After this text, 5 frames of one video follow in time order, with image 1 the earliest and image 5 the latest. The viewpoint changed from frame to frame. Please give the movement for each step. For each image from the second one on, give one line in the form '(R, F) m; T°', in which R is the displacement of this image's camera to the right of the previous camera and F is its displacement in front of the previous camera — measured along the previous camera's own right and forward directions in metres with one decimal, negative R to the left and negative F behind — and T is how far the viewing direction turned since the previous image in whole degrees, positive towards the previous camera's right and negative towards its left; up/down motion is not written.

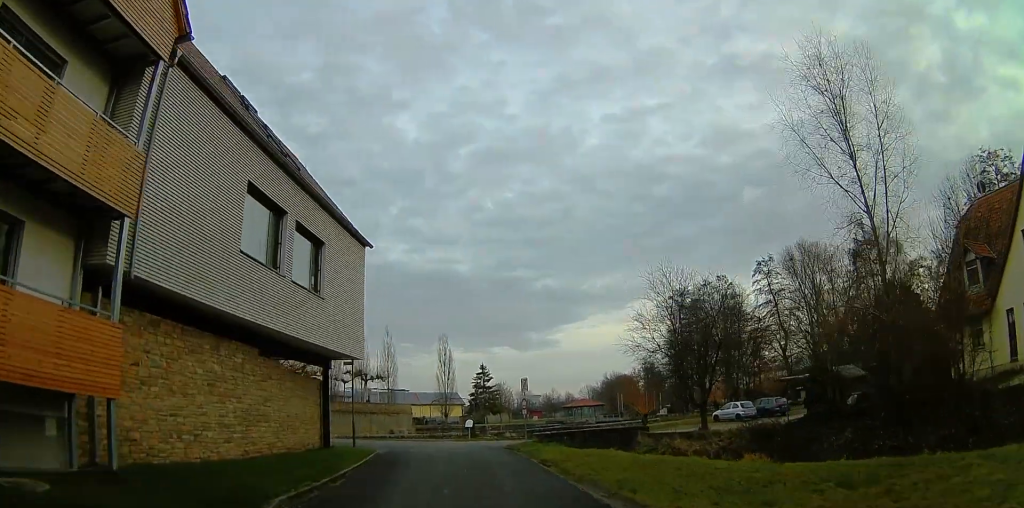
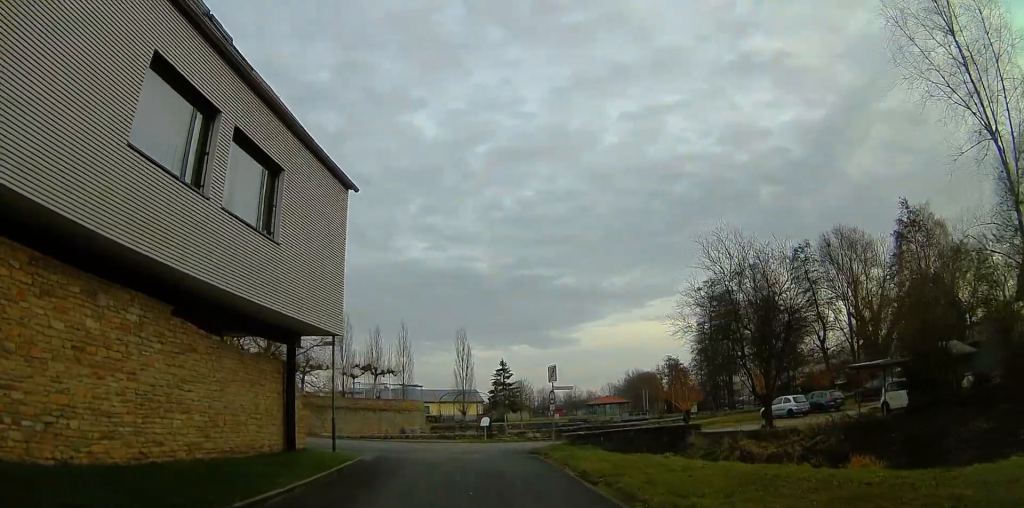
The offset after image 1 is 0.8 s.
(+1.0, +5.3) m; -2°
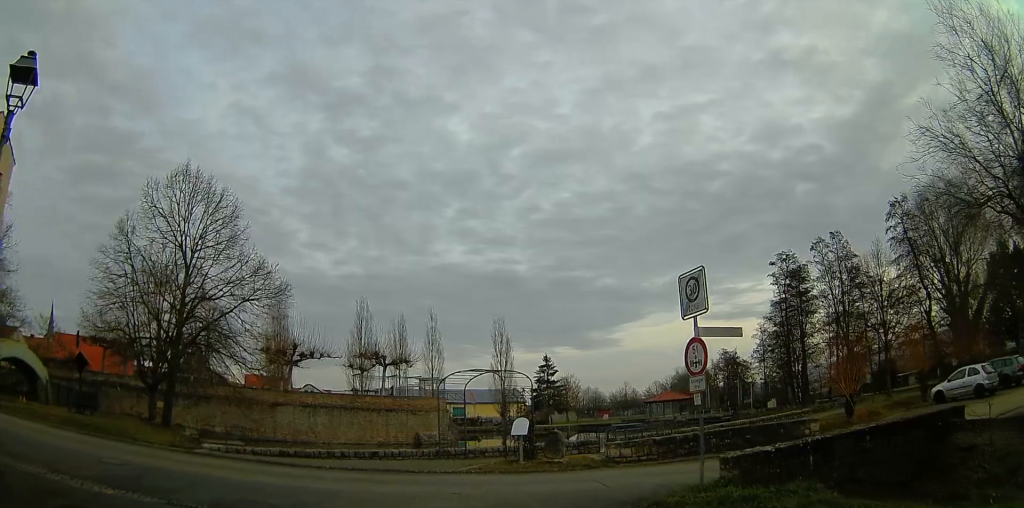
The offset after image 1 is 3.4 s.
(-2.2, +18.2) m; +3°
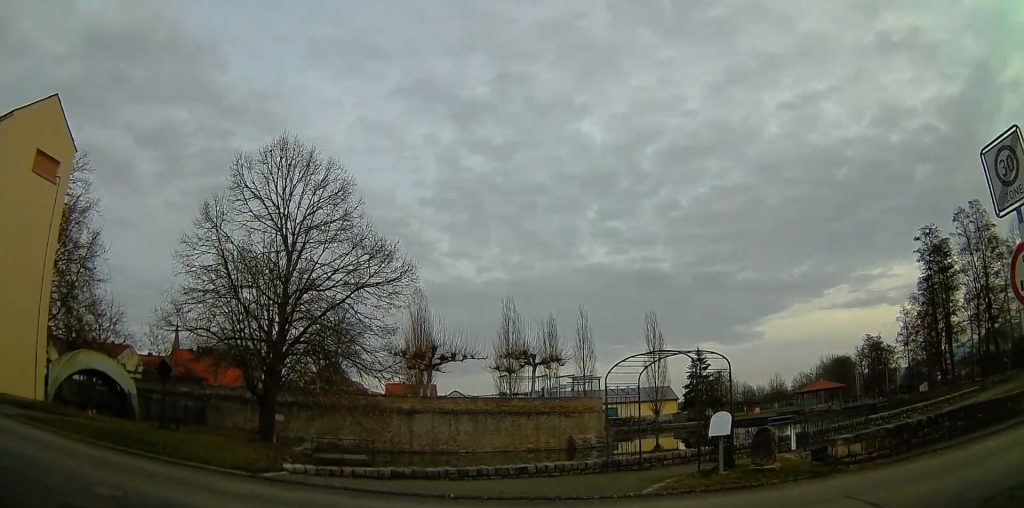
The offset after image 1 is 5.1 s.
(-0.5, +7.6) m; -14°
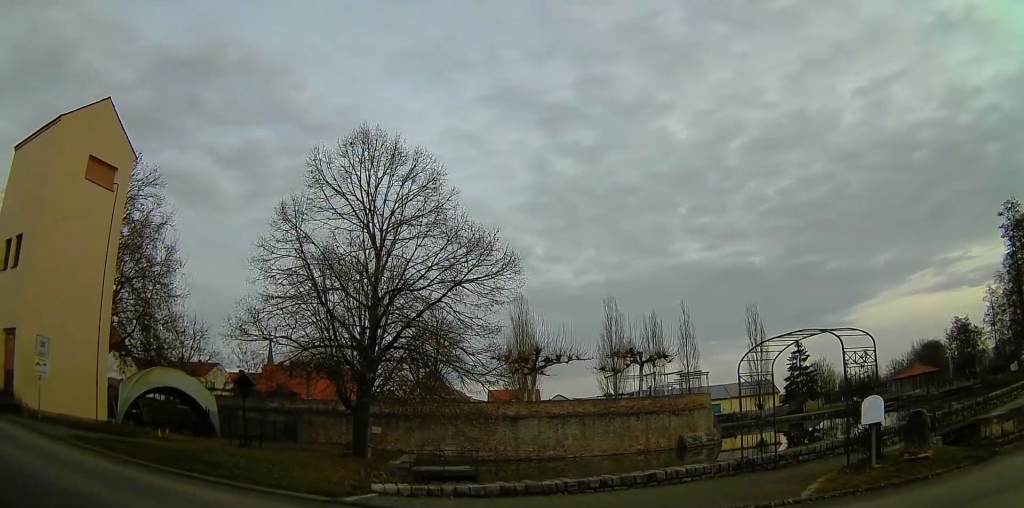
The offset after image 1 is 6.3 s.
(-0.2, +2.8) m; -20°
